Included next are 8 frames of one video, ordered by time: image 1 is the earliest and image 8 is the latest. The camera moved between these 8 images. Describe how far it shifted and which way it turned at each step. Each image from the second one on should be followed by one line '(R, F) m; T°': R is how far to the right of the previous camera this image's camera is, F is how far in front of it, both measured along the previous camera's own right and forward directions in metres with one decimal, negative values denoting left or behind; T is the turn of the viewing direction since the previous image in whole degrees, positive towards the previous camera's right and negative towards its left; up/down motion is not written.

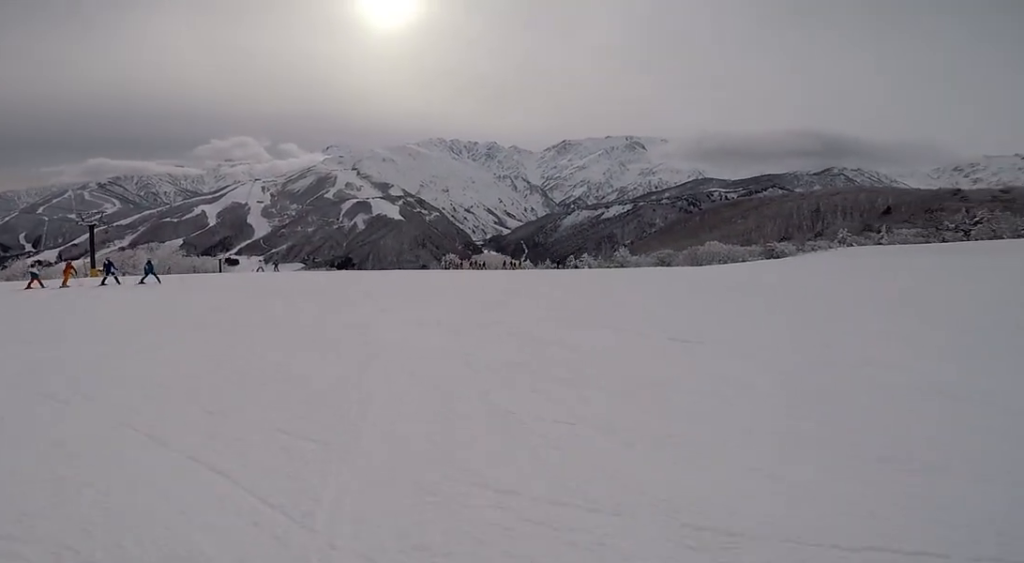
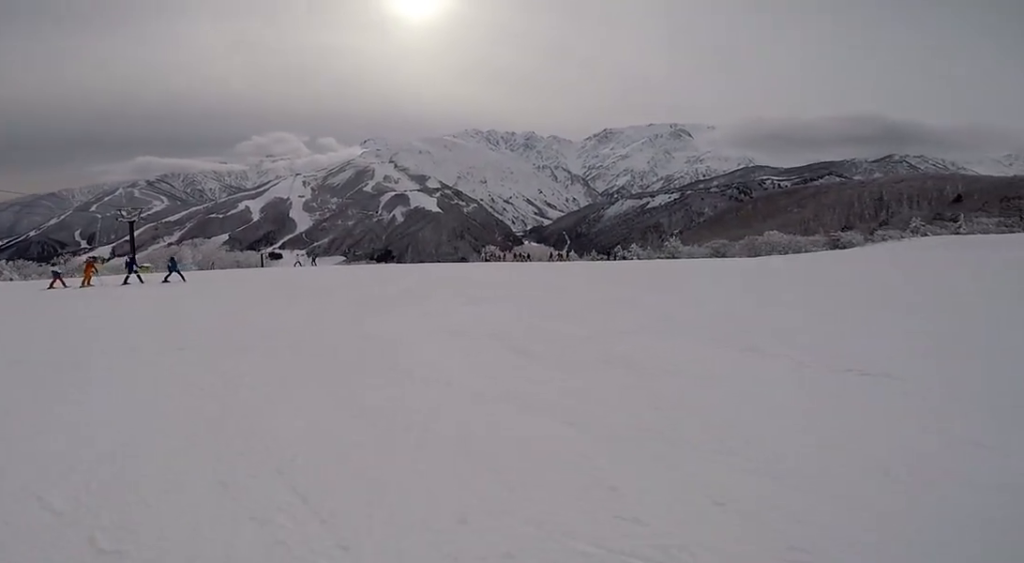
(+0.3, +2.6) m; +4°
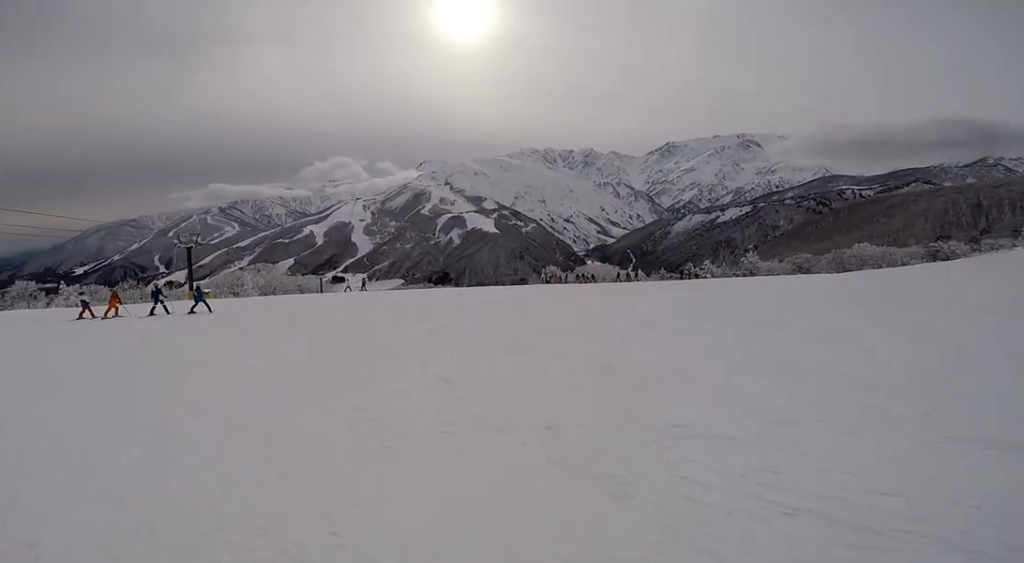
(+0.1, +3.1) m; 0°
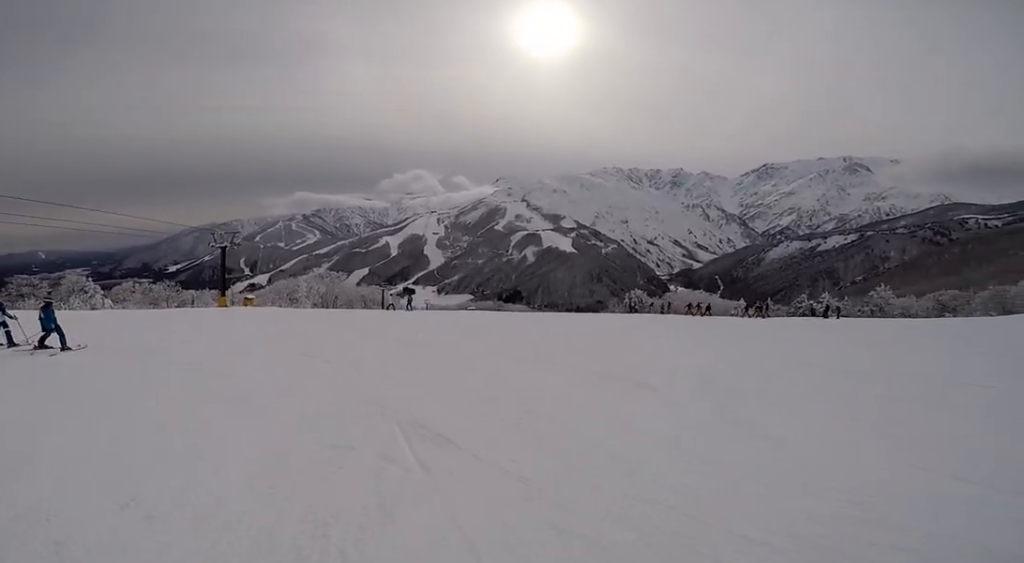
(-2.9, +11.0) m; -26°
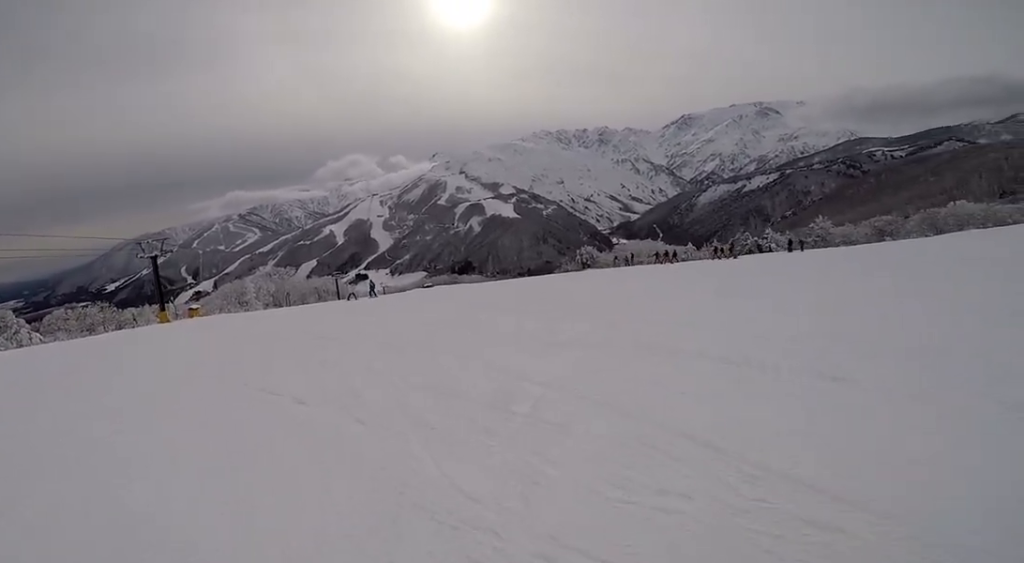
(-0.1, +3.3) m; +2°
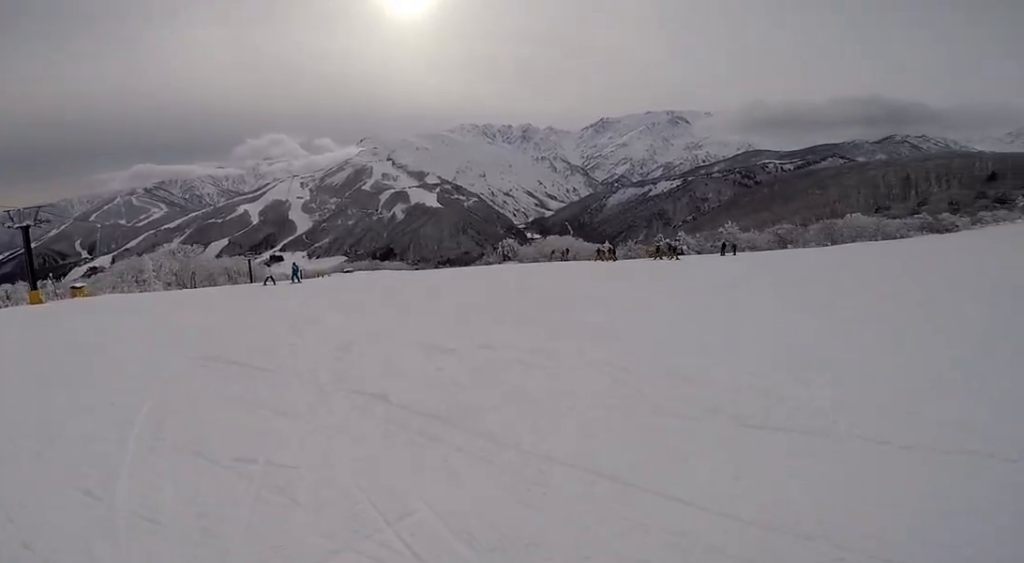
(+0.4, +4.4) m; +14°
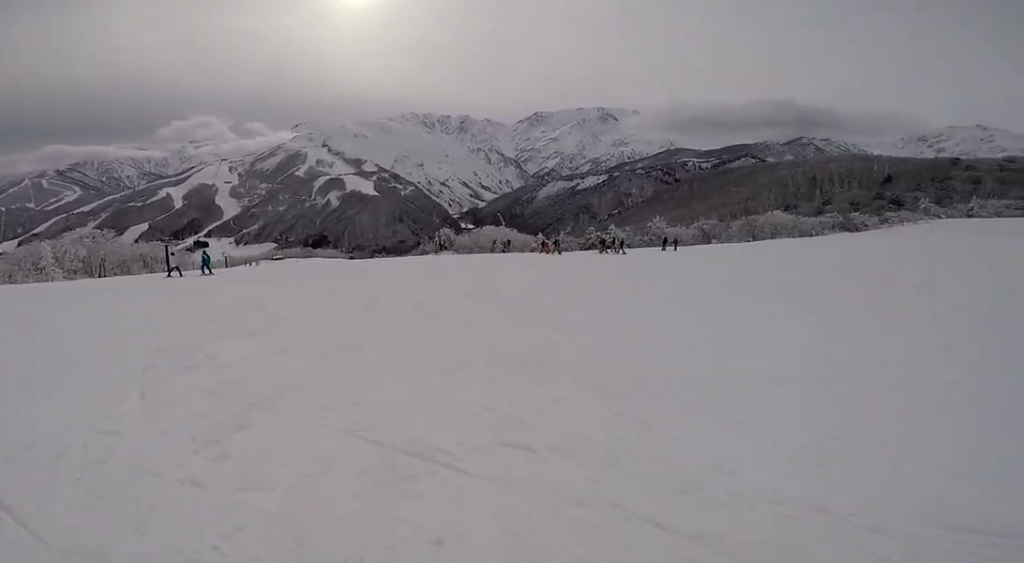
(0.0, +3.2) m; +19°
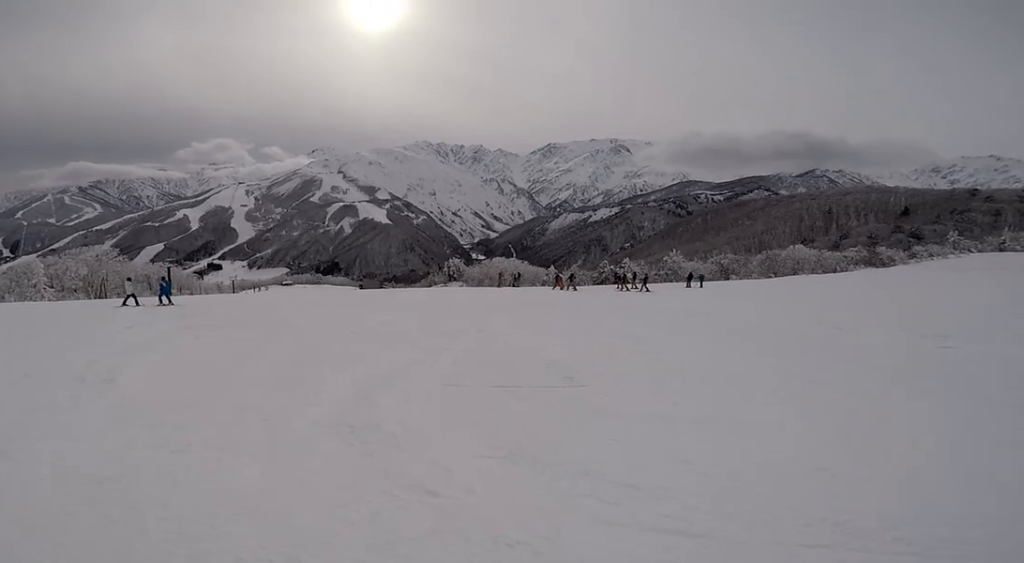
(+1.3, +3.8) m; +7°
